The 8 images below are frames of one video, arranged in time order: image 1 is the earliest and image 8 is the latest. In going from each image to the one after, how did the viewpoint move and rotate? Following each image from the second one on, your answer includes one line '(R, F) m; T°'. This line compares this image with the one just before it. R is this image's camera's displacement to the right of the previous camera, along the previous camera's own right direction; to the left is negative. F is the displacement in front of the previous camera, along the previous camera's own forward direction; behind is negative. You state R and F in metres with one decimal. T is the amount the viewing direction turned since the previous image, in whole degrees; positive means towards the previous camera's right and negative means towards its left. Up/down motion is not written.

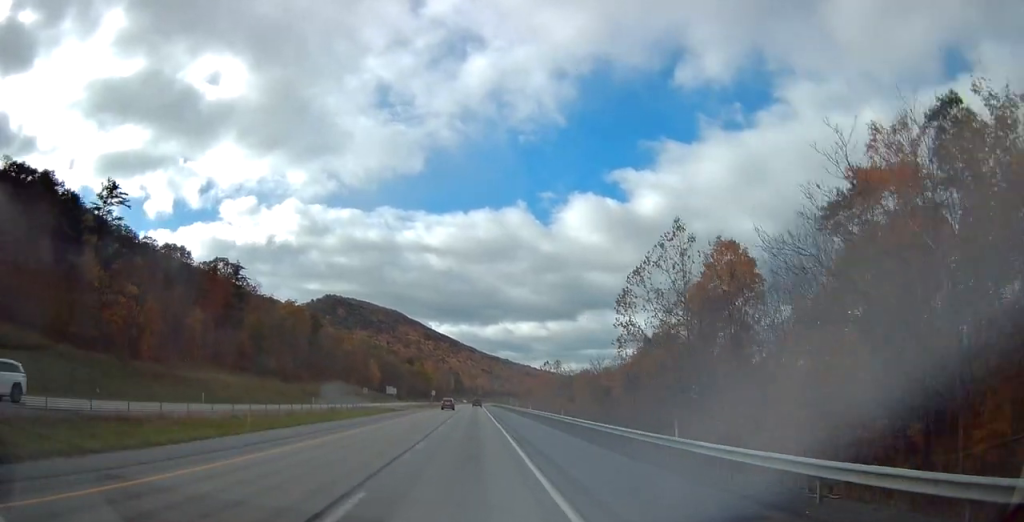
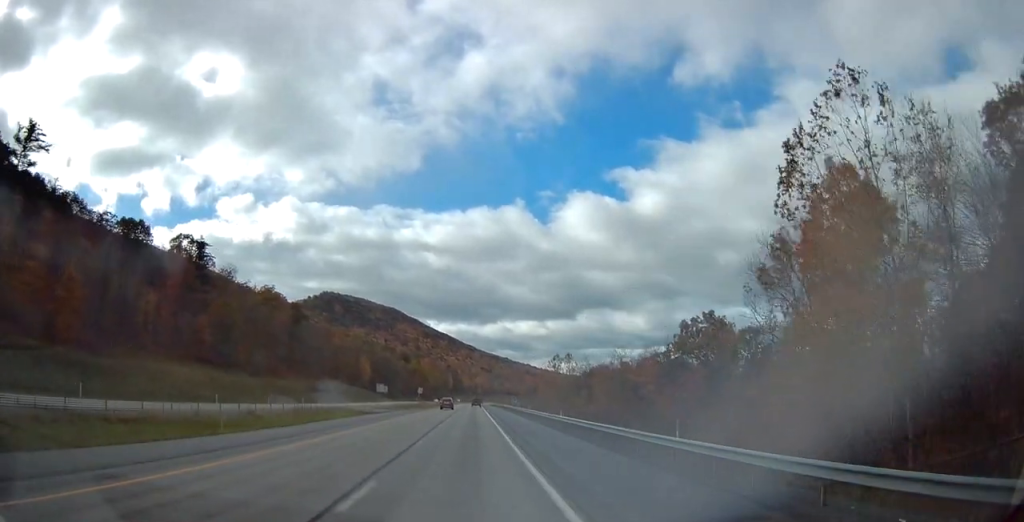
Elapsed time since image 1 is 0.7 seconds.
(-0.1, +23.2) m; 0°
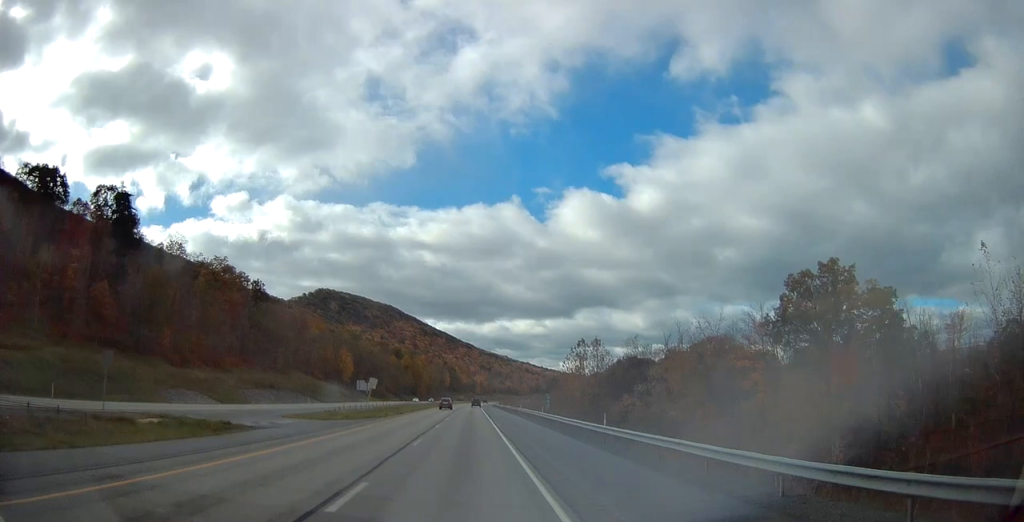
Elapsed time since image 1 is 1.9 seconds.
(-0.1, +37.0) m; +1°
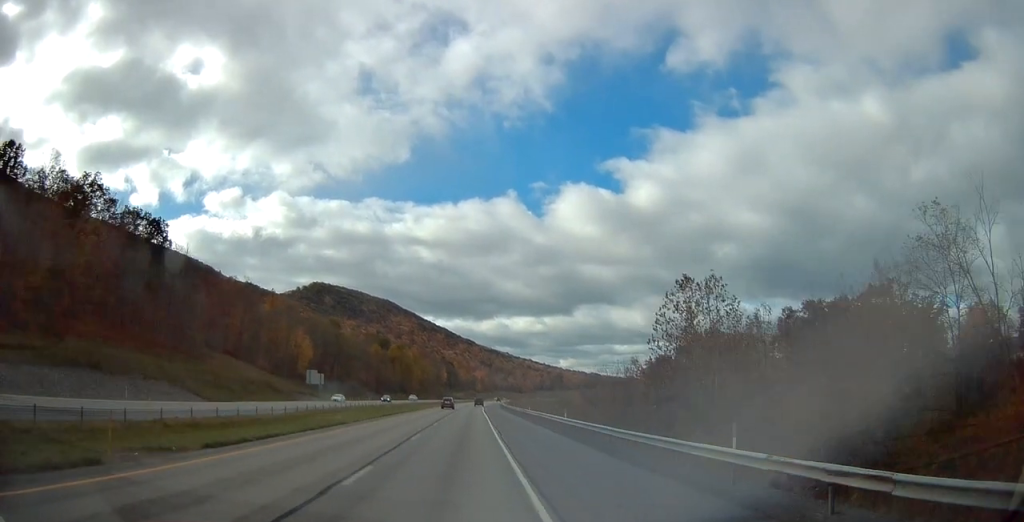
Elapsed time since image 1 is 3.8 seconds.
(+0.5, +59.6) m; 0°
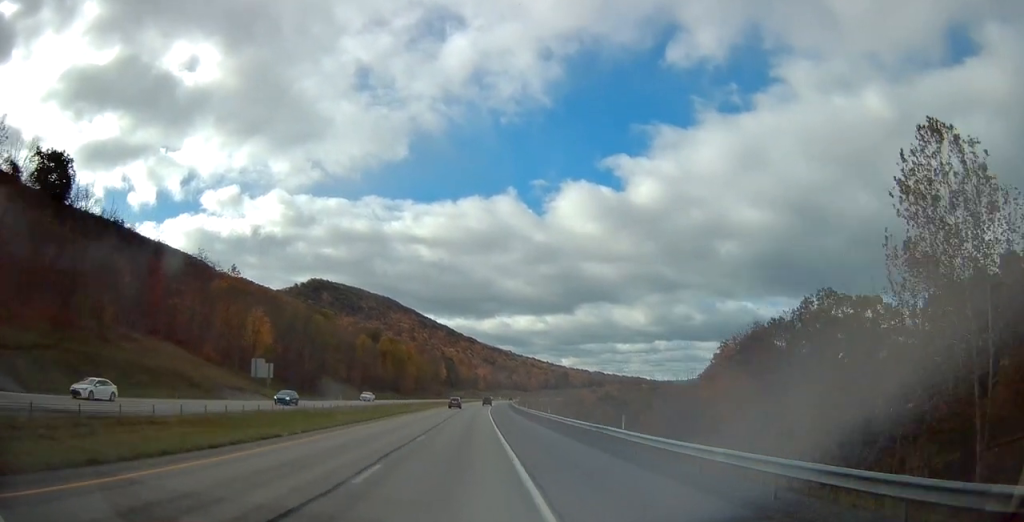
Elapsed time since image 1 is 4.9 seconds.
(-0.2, +36.4) m; 0°
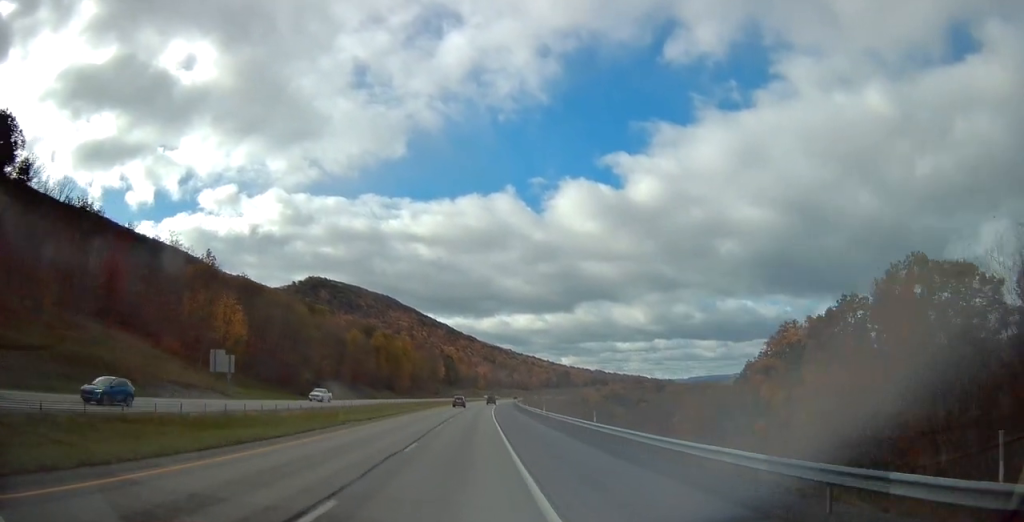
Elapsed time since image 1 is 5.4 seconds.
(0.0, +17.1) m; 0°
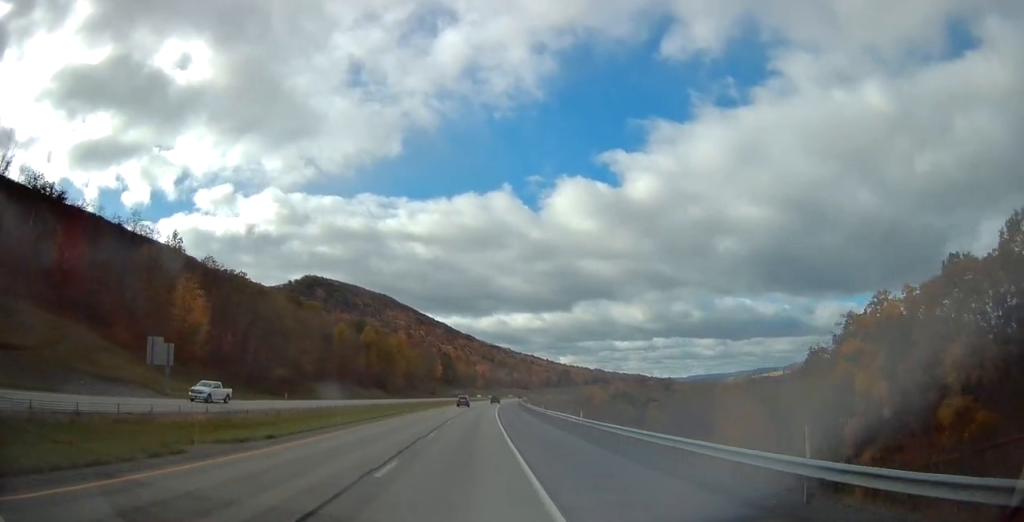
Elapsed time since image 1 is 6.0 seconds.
(0.0, +18.3) m; 0°
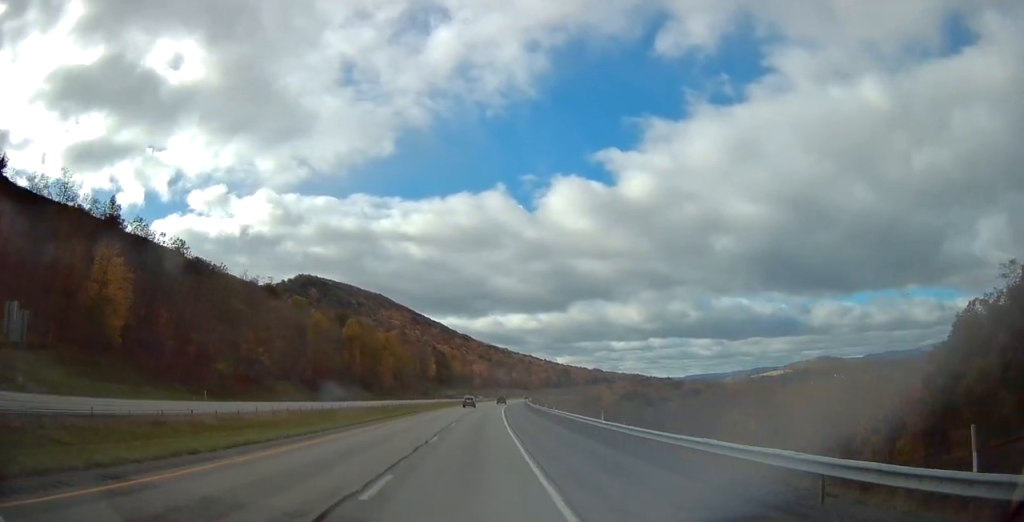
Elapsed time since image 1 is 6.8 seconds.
(+0.1, +27.0) m; +1°
